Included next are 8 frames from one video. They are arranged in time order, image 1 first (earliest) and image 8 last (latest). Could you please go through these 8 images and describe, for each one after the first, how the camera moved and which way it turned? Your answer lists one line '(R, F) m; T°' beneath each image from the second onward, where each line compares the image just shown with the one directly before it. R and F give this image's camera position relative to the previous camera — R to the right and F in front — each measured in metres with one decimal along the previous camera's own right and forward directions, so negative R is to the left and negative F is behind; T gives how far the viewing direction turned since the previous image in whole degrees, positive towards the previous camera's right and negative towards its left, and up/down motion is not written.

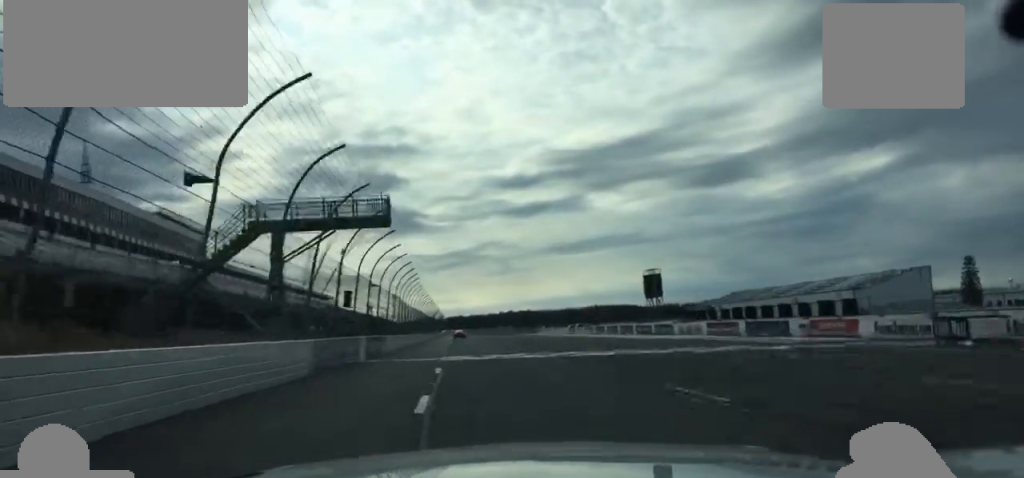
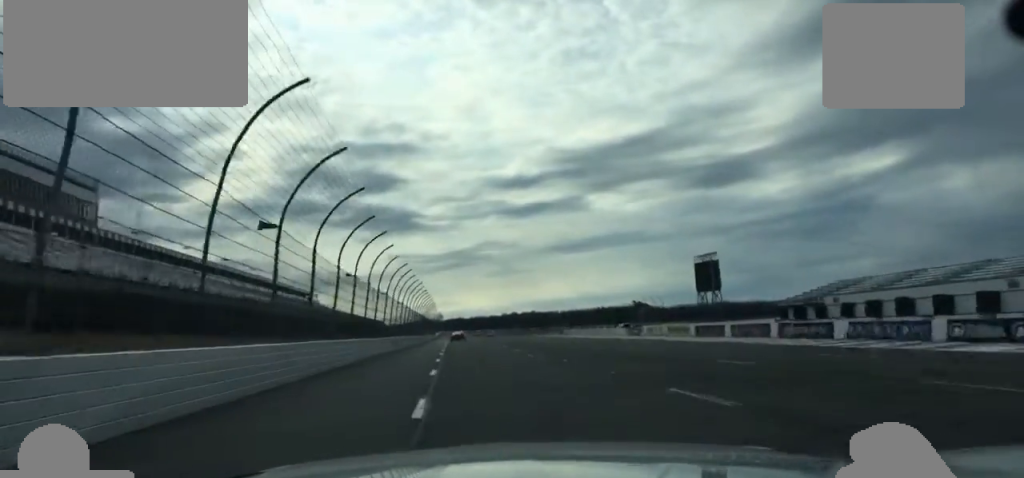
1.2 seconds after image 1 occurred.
(0.0, +59.7) m; 0°
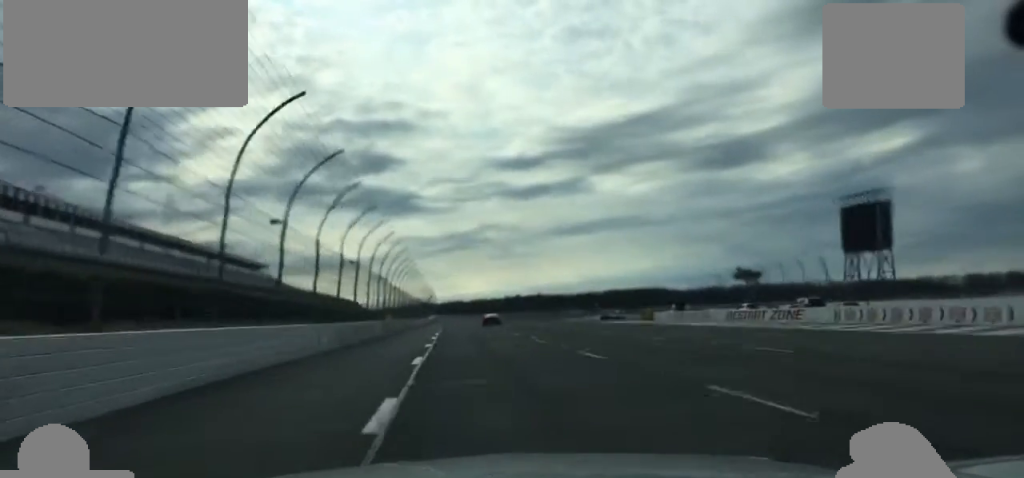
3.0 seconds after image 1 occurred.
(-0.2, +84.1) m; 0°
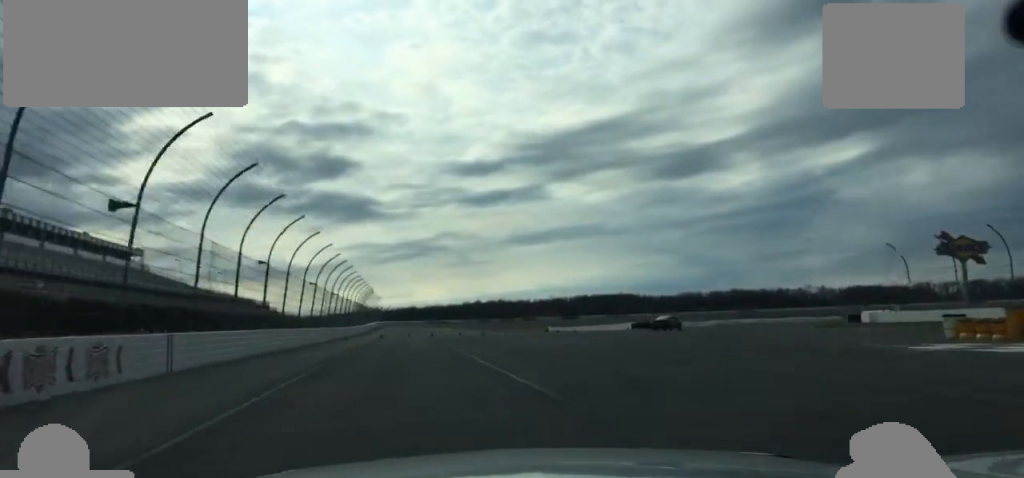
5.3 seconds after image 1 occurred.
(+1.5, +79.8) m; +6°
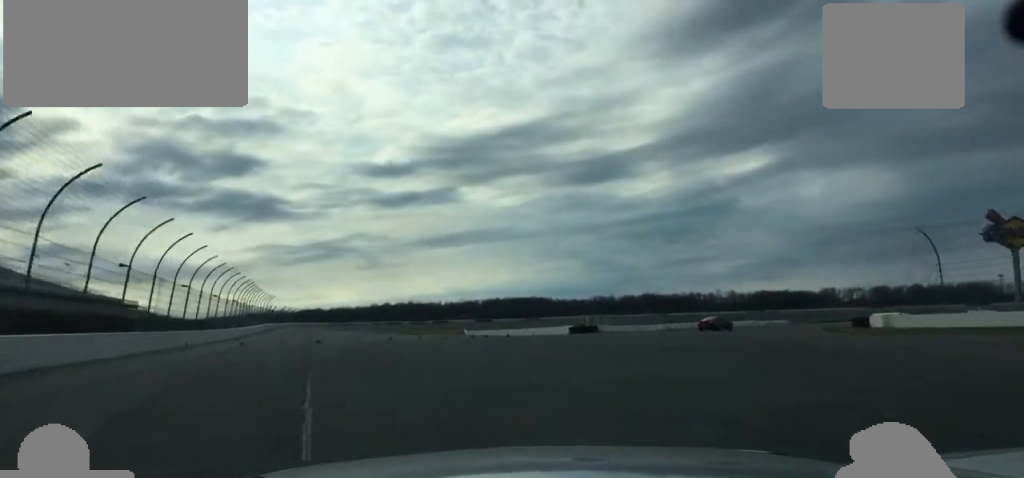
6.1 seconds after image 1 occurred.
(+1.3, +23.5) m; +7°
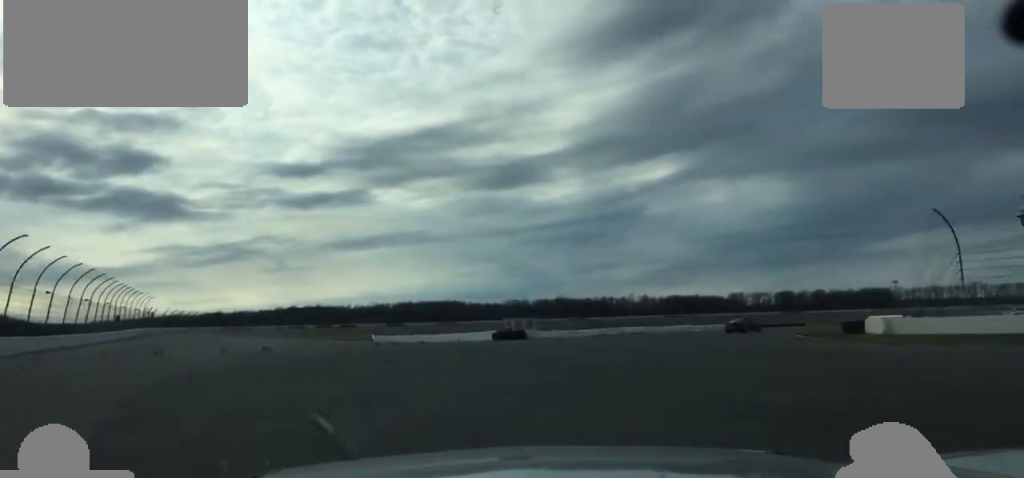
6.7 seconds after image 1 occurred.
(+1.2, +15.8) m; +6°
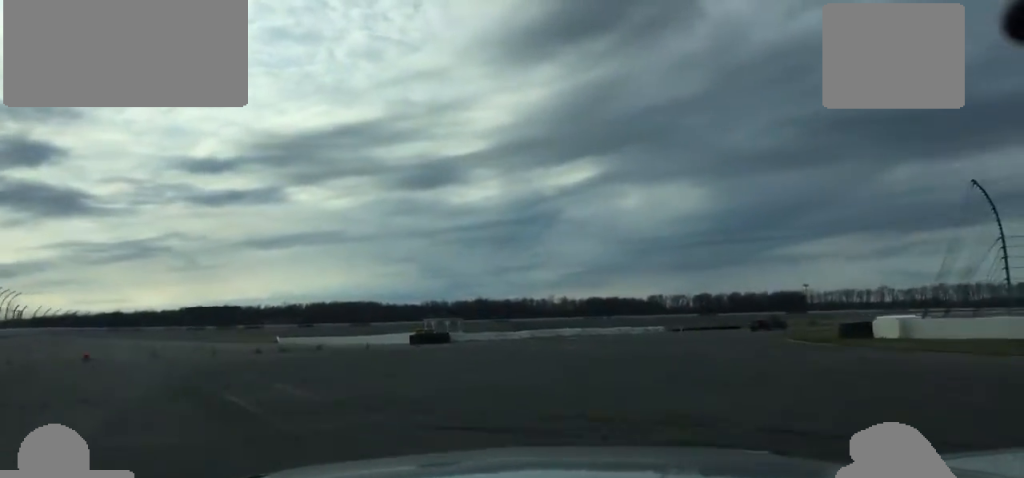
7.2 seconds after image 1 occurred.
(+0.3, +12.4) m; +3°
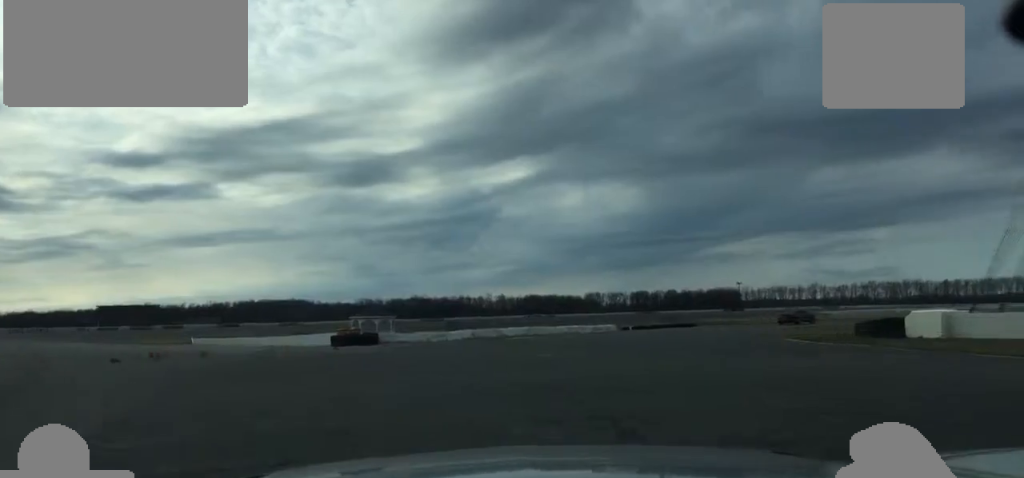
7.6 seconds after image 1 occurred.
(-0.4, +9.9) m; +3°
